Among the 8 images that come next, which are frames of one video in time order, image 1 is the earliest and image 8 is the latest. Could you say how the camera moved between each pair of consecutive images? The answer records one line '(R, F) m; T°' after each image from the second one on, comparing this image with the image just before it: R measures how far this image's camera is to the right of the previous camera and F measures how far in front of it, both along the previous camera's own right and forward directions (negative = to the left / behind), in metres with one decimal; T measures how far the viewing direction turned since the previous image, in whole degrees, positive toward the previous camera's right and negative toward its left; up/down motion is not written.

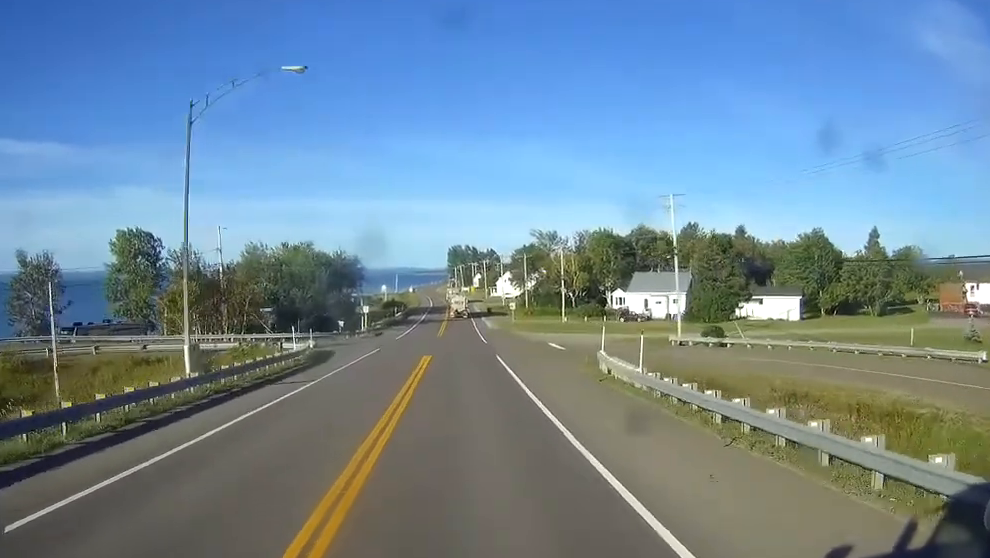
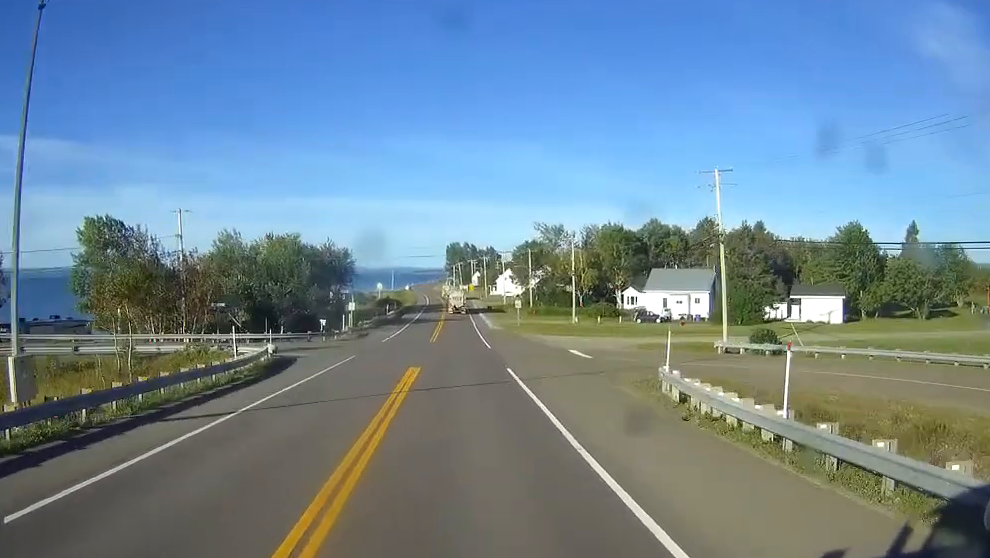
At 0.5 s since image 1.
(0.0, +11.8) m; 0°
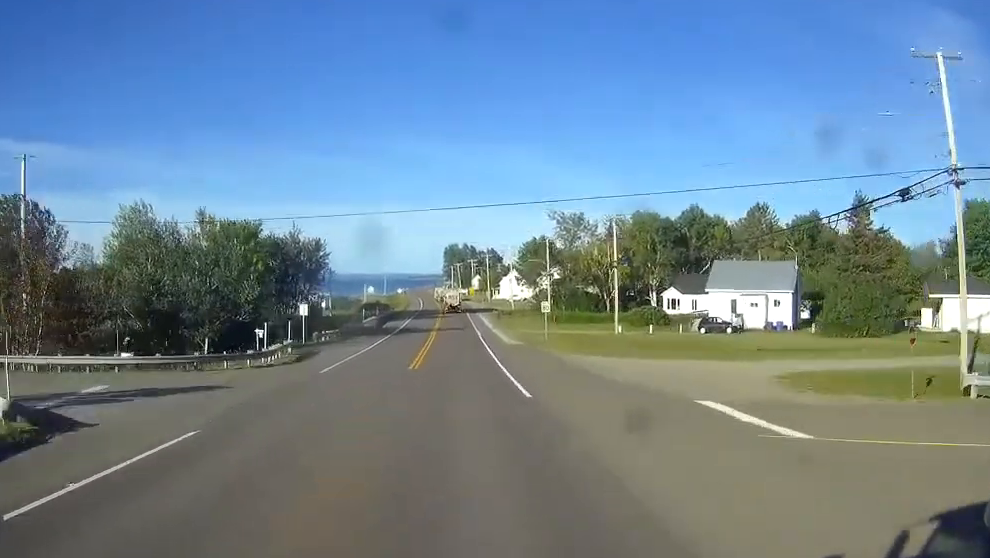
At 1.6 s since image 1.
(+0.1, +27.6) m; 0°
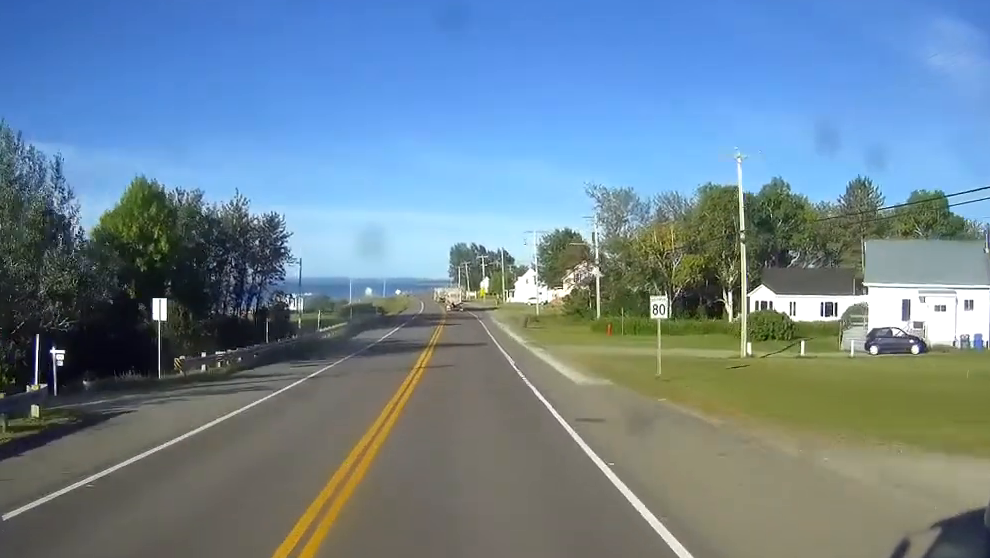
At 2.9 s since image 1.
(-0.1, +32.0) m; 0°
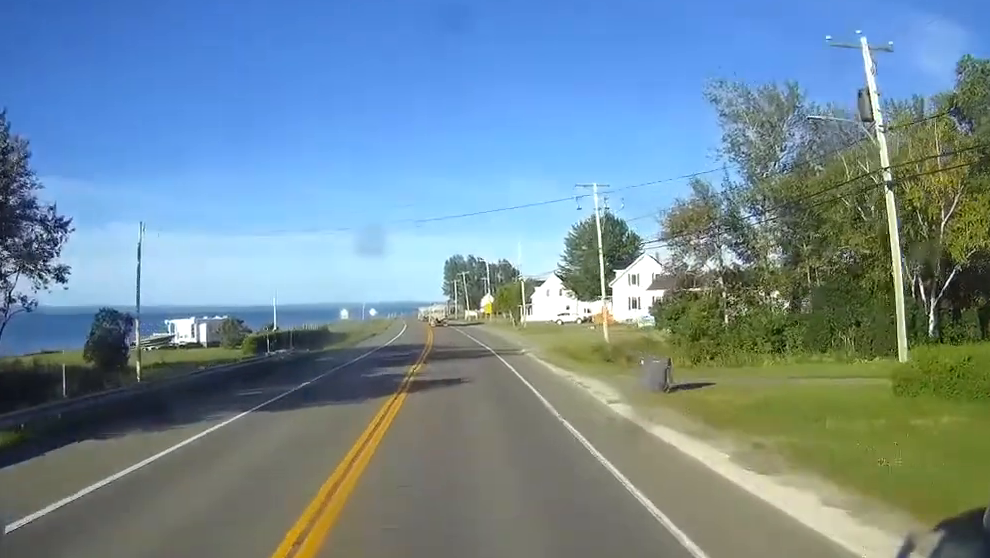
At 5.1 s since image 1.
(-0.3, +53.0) m; 0°
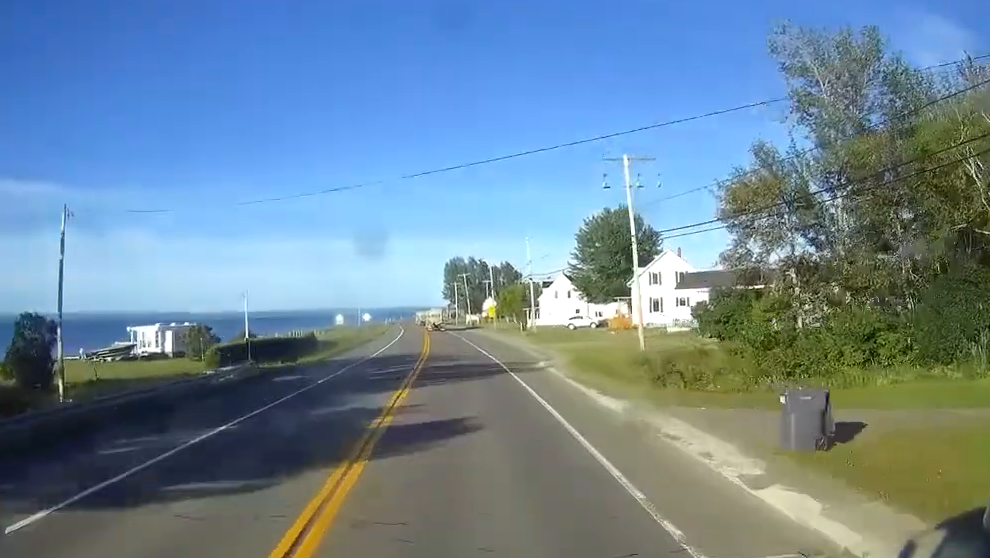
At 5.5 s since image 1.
(+0.1, +11.1) m; 0°
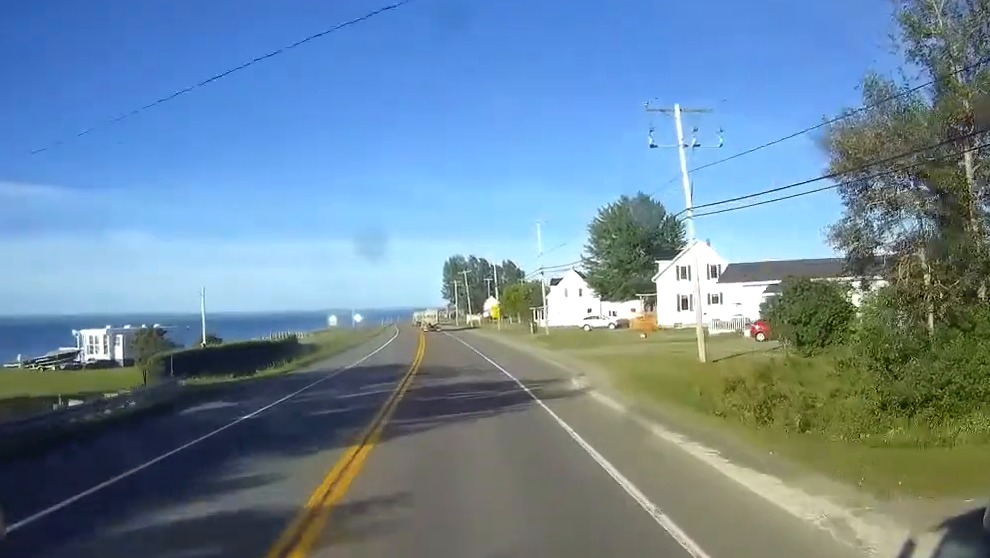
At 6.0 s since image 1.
(0.0, +11.9) m; 0°
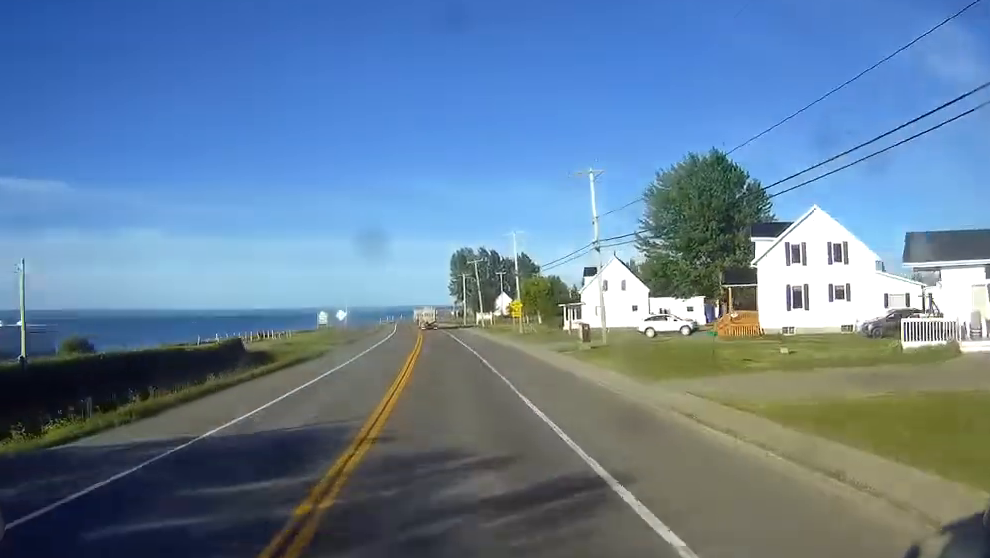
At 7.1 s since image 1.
(-0.1, +26.1) m; 0°
